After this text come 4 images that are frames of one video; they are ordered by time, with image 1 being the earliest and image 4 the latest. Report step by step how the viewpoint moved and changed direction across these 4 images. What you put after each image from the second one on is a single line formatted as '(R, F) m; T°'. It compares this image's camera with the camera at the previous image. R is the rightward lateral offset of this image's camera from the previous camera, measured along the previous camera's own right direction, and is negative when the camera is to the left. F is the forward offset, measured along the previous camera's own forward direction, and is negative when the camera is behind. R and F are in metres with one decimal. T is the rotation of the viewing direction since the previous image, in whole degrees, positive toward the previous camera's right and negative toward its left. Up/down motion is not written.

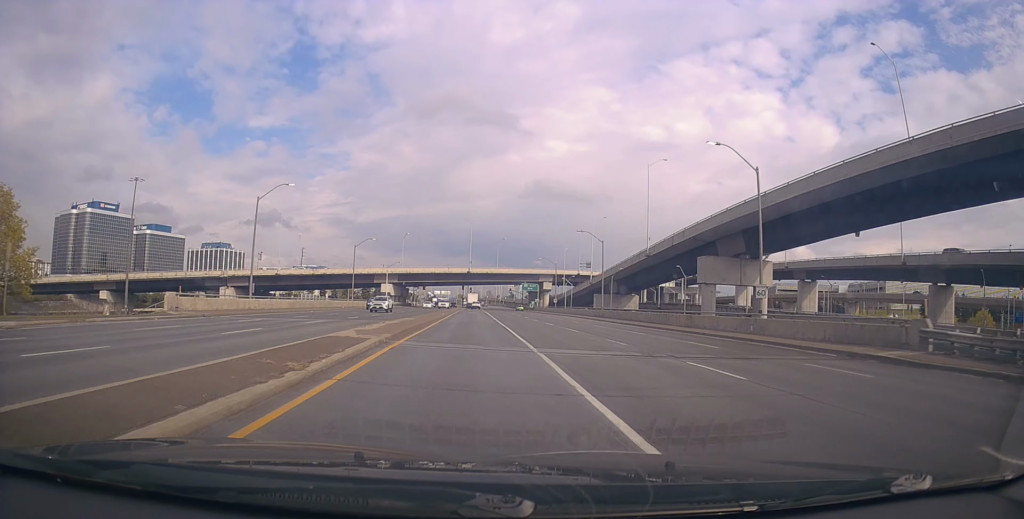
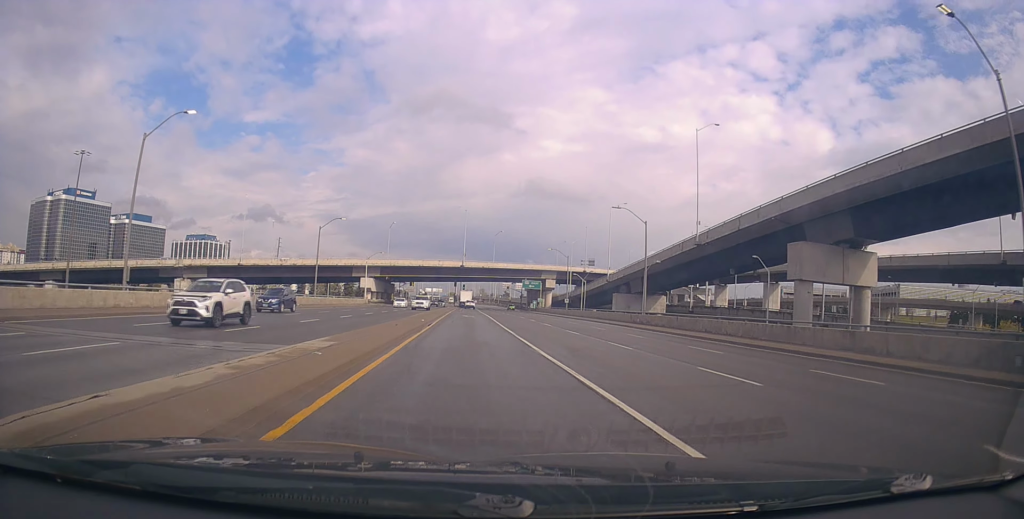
(+0.1, +17.9) m; +1°
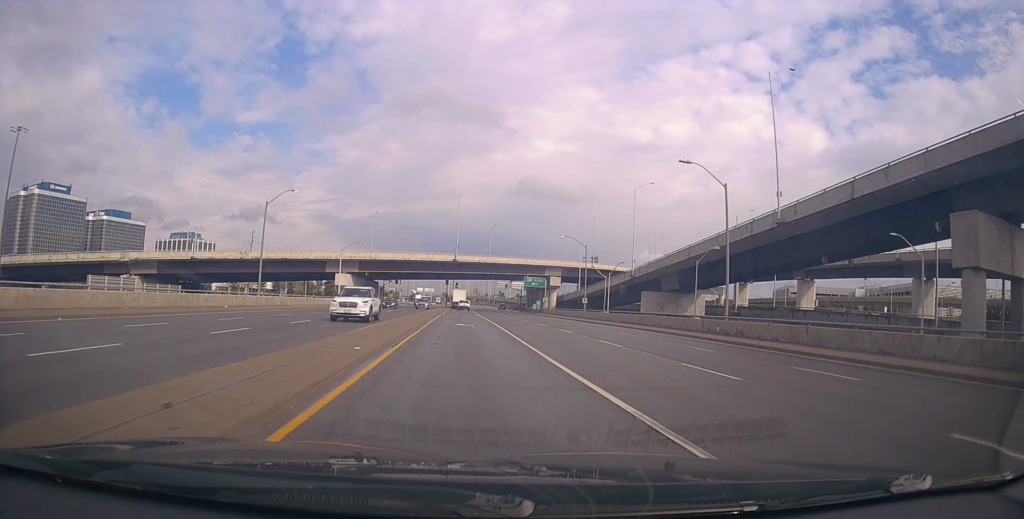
(+0.2, +16.8) m; -3°
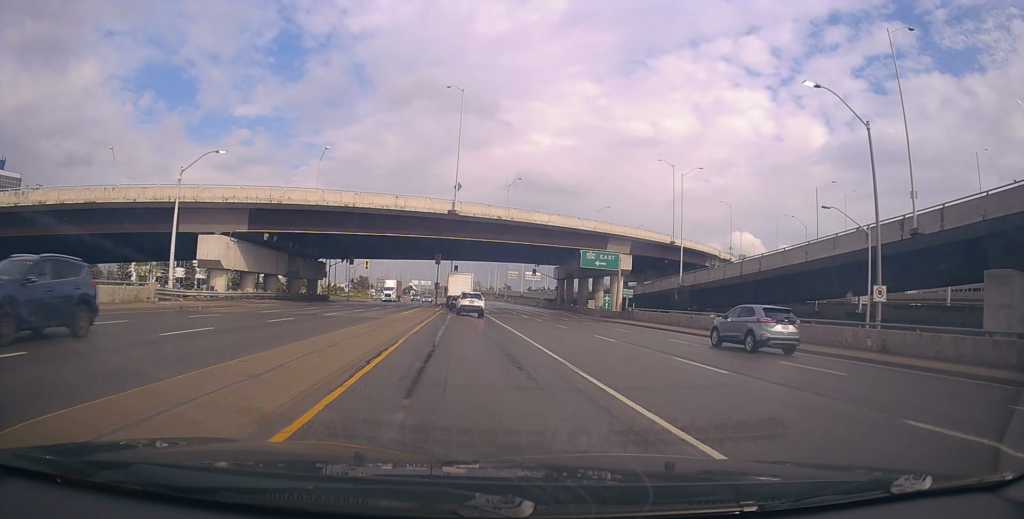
(+0.9, +51.9) m; +3°
